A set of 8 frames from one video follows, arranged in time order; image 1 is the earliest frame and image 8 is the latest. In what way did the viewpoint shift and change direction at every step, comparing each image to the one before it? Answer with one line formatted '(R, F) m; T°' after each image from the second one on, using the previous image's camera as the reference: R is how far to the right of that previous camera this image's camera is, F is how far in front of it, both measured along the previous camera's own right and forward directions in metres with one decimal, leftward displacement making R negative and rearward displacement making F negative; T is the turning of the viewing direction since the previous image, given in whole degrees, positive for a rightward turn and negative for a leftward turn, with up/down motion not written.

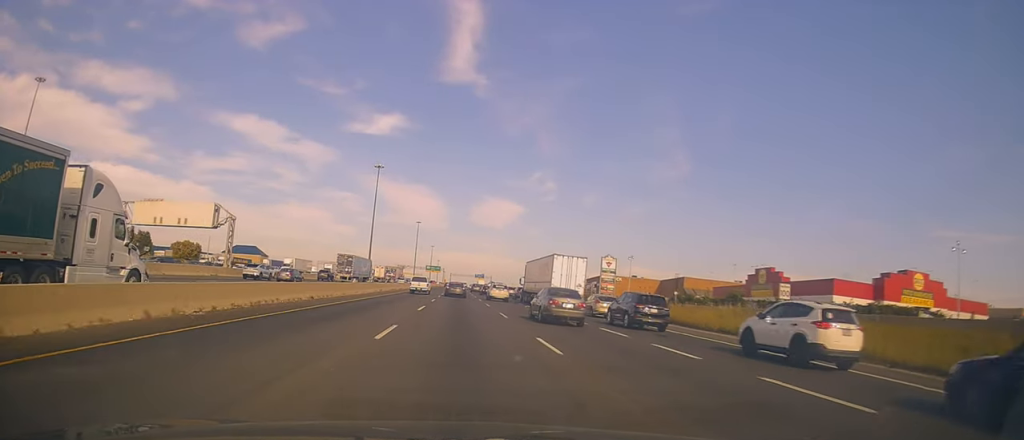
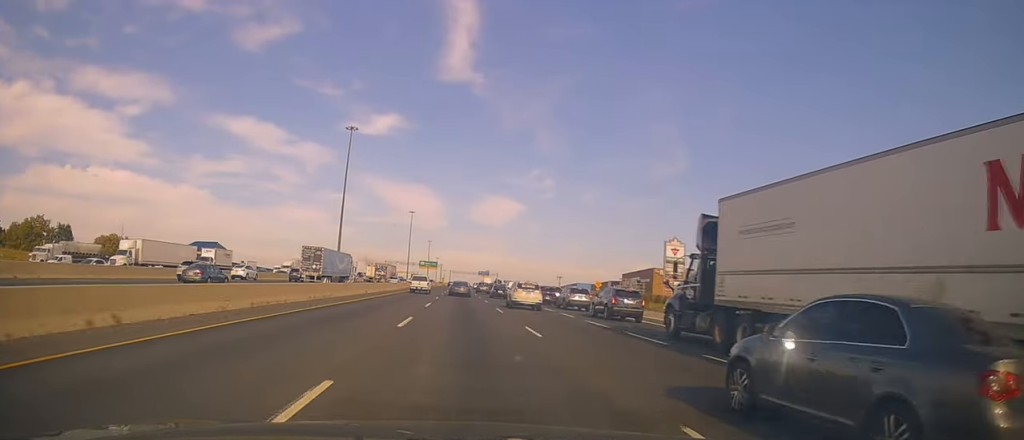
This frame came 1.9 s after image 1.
(+0.3, +45.7) m; +1°
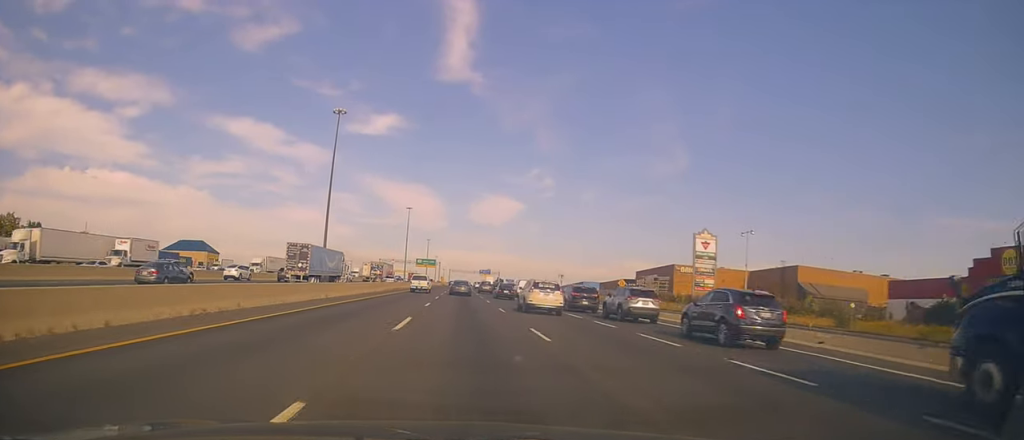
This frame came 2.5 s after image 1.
(-0.1, +13.7) m; -1°
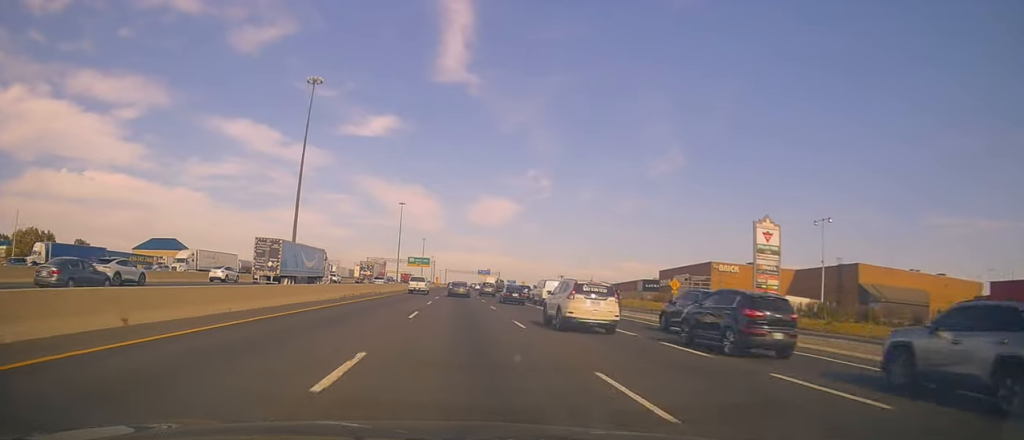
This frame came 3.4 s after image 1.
(-0.1, +21.1) m; 0°
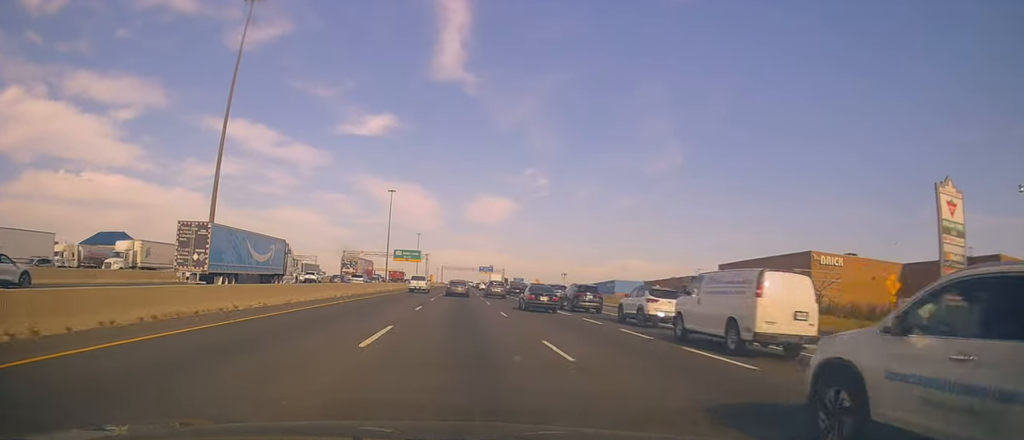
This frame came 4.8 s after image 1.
(+0.6, +33.9) m; +1°
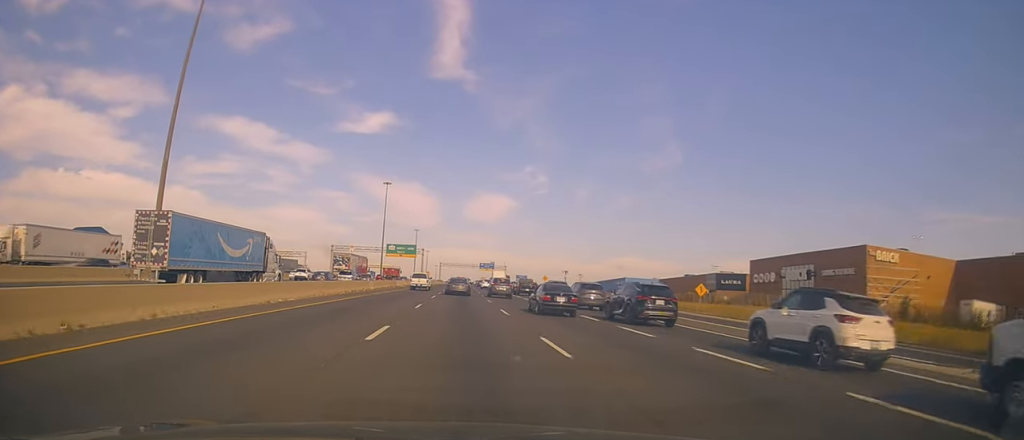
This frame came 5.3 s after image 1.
(-0.1, +12.9) m; 0°
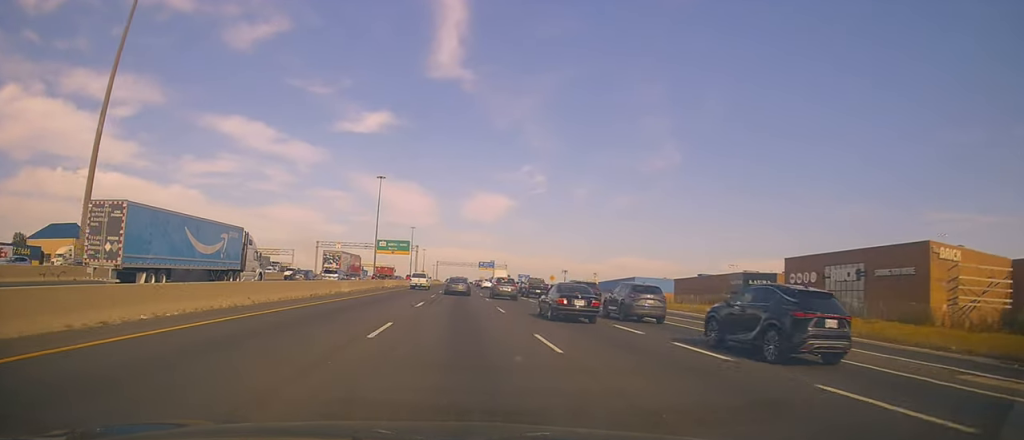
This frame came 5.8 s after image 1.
(-0.2, +12.9) m; 0°
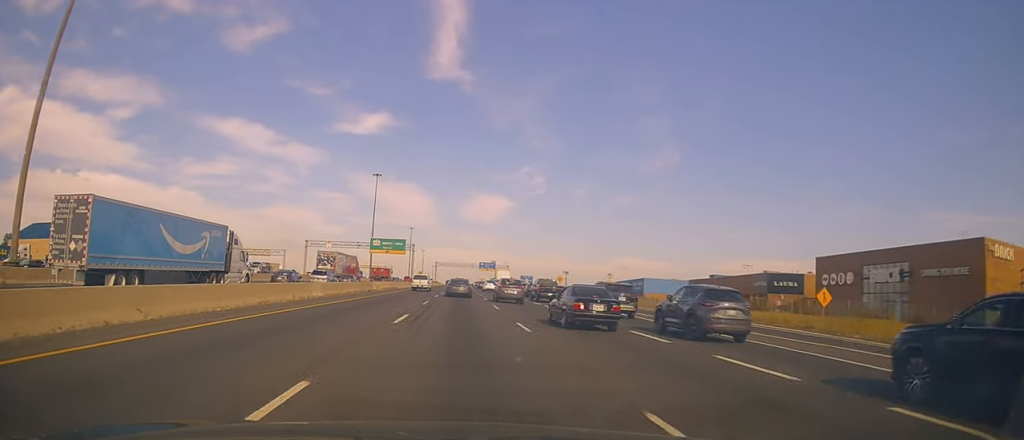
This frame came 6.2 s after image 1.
(+0.1, +9.2) m; 0°
